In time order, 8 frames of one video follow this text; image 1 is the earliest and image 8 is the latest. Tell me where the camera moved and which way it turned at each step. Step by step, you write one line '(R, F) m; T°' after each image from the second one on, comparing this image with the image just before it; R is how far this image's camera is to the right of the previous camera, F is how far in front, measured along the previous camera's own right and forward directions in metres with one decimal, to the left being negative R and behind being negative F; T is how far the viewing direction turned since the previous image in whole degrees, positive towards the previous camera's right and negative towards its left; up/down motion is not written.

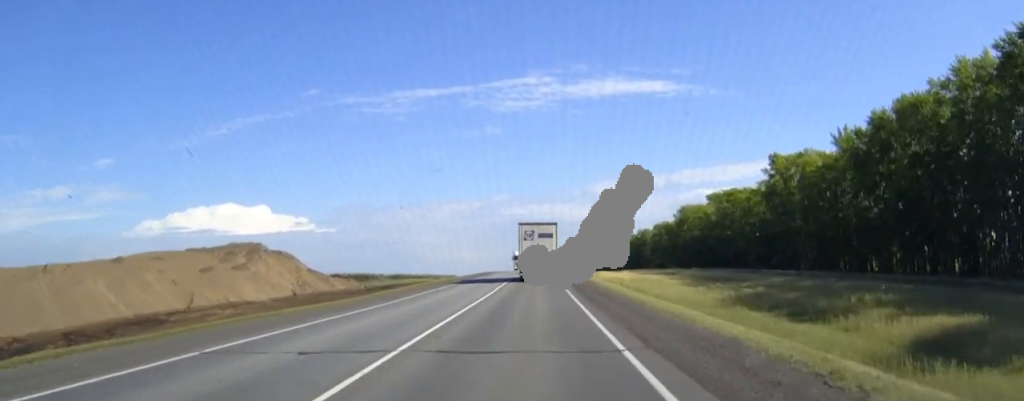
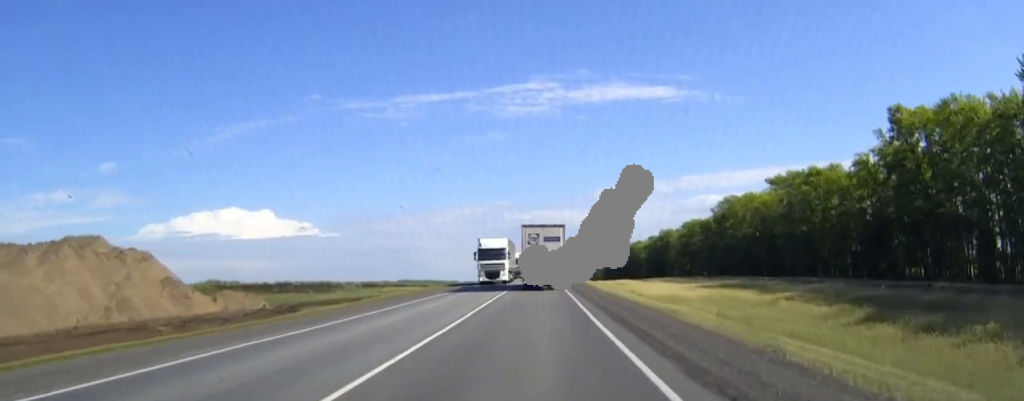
(-0.1, +48.2) m; 0°
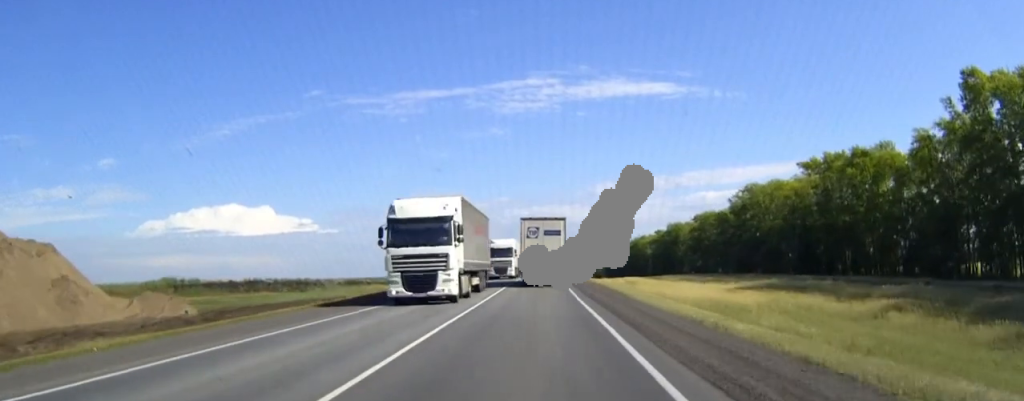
(0.0, +18.4) m; 0°
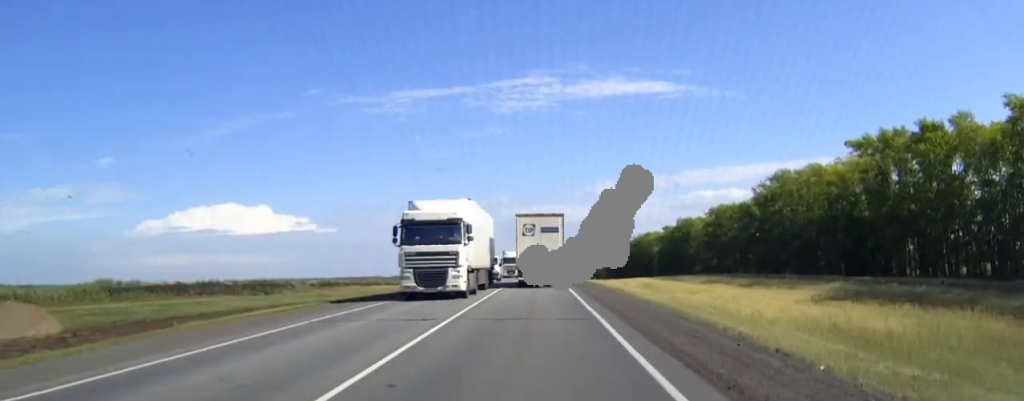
(0.0, +21.3) m; 0°
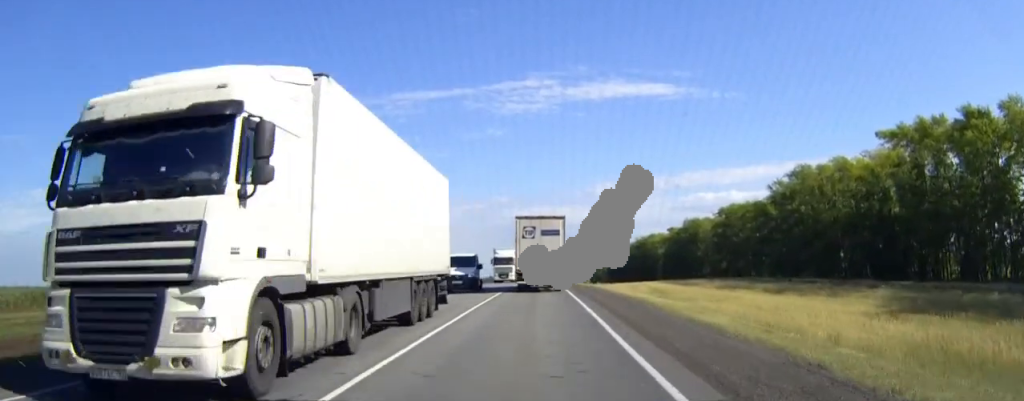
(0.0, +10.6) m; 0°
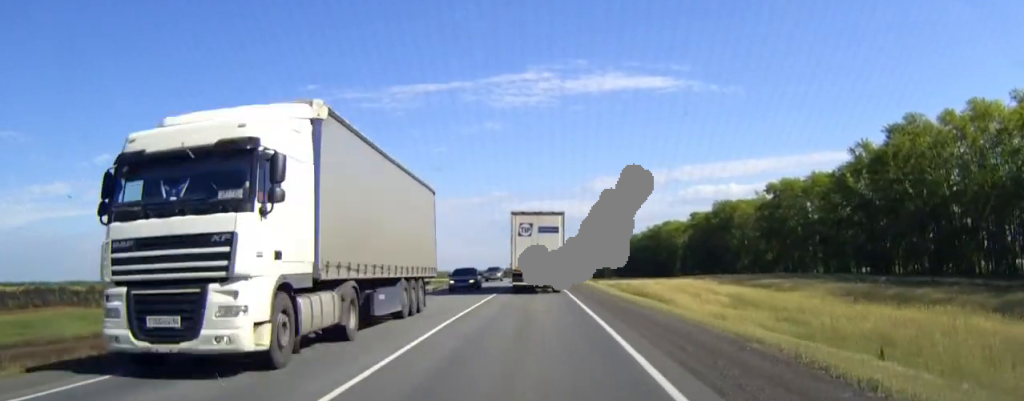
(0.0, +40.3) m; 0°
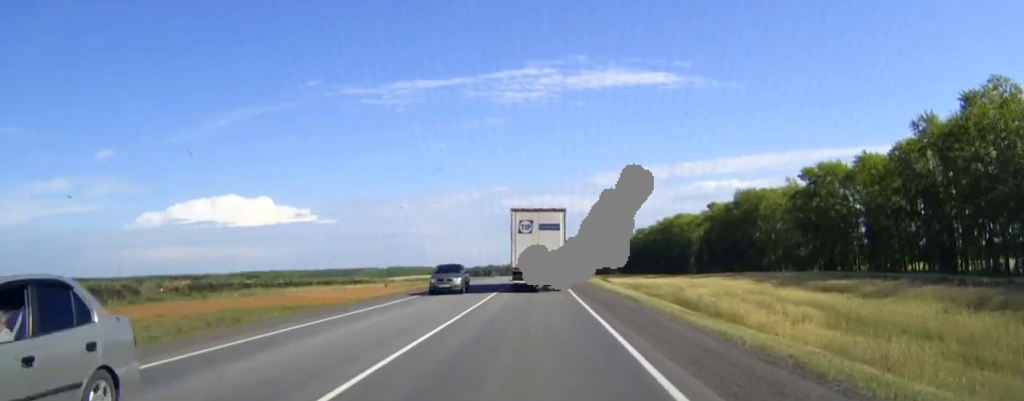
(0.0, +19.0) m; 0°
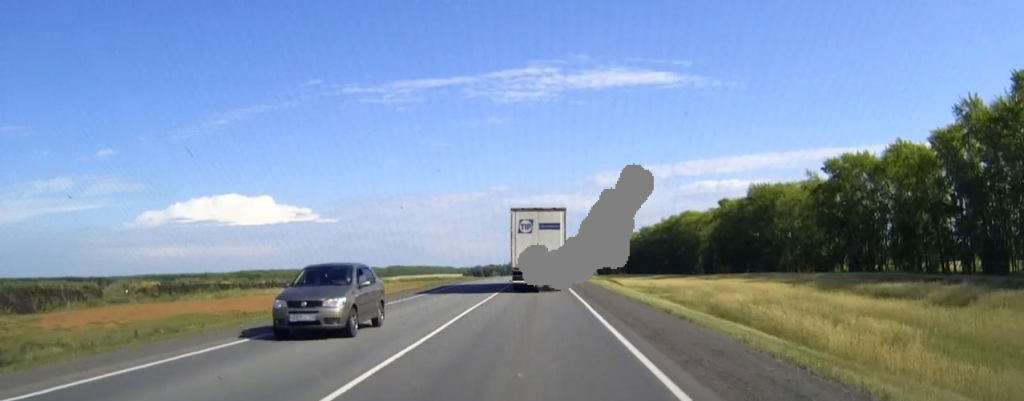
(0.0, +10.4) m; 0°
